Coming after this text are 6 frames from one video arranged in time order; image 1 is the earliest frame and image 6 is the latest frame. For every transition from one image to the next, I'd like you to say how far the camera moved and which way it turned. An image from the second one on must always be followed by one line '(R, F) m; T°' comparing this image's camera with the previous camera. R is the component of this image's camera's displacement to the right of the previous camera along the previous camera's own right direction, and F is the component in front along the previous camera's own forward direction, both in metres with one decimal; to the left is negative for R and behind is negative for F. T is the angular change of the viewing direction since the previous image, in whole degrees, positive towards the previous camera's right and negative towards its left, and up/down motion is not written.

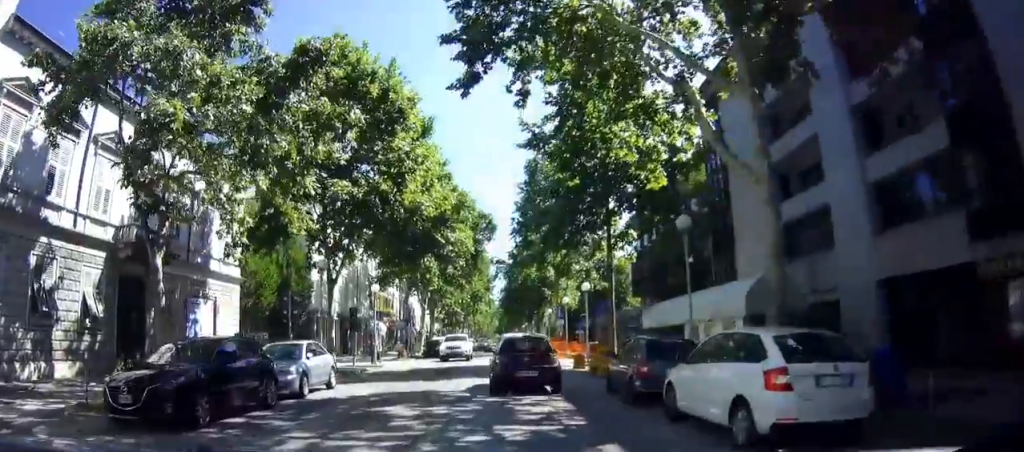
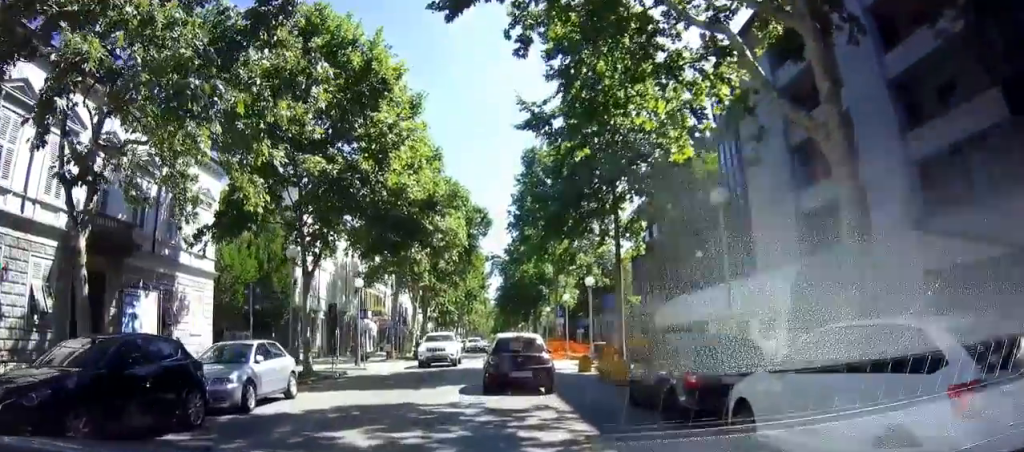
(0.0, +2.5) m; -1°
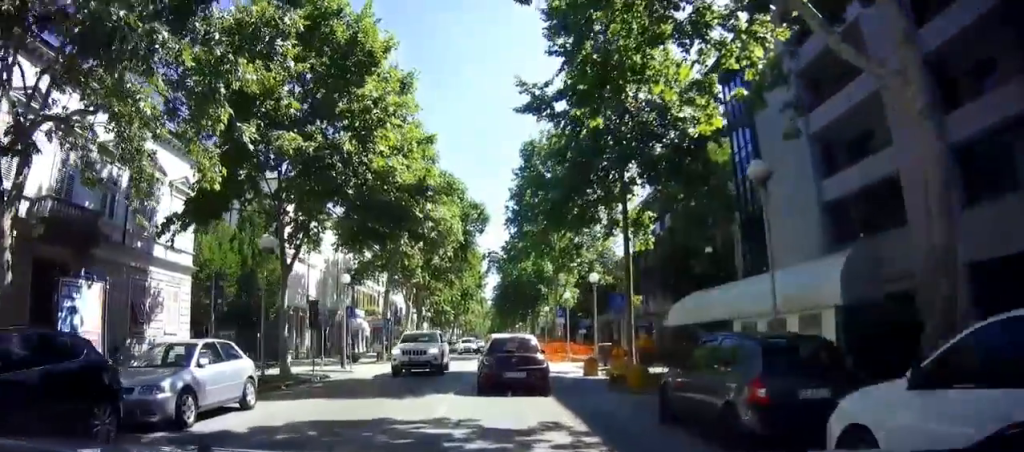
(0.0, +2.1) m; -1°
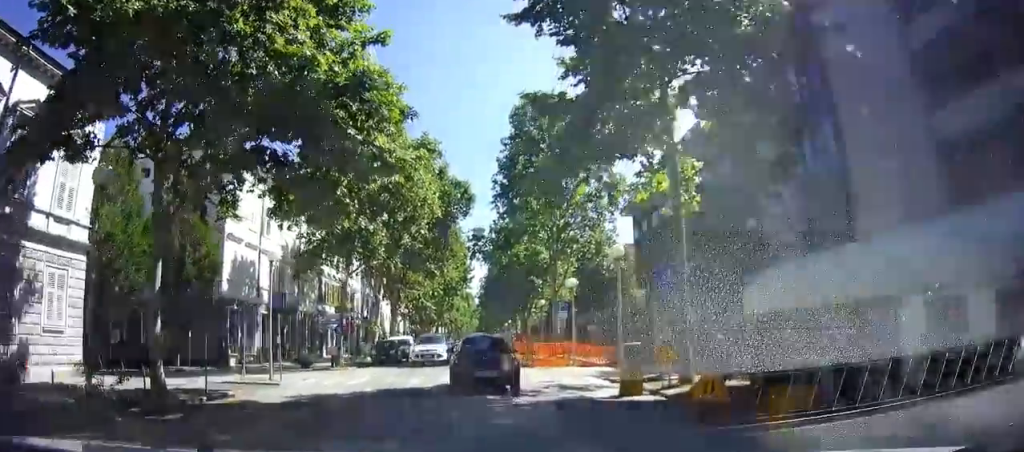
(0.0, +7.1) m; +2°
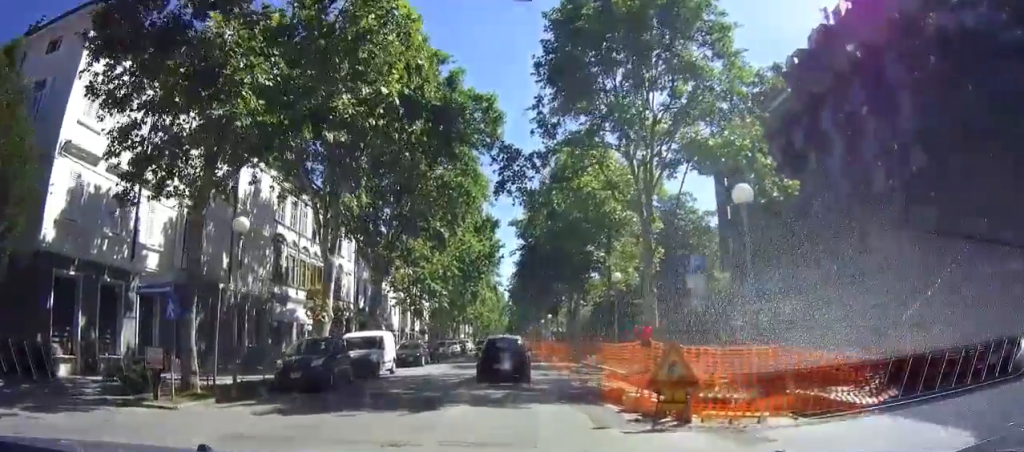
(+0.5, +16.2) m; +1°
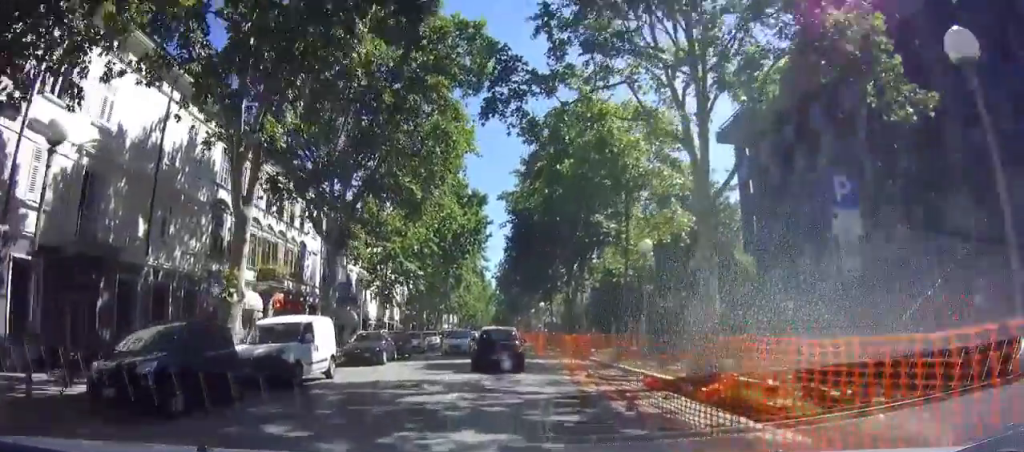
(0.0, +6.0) m; 0°
